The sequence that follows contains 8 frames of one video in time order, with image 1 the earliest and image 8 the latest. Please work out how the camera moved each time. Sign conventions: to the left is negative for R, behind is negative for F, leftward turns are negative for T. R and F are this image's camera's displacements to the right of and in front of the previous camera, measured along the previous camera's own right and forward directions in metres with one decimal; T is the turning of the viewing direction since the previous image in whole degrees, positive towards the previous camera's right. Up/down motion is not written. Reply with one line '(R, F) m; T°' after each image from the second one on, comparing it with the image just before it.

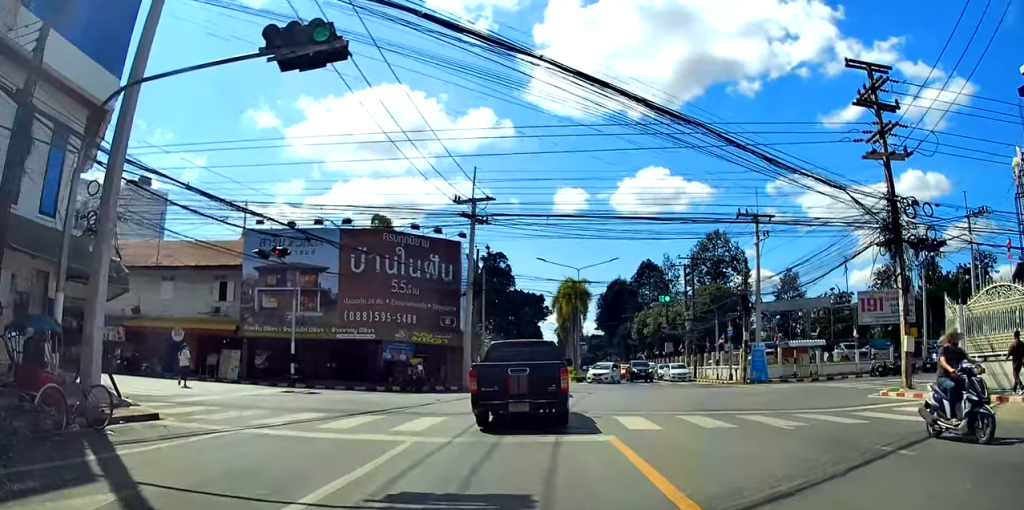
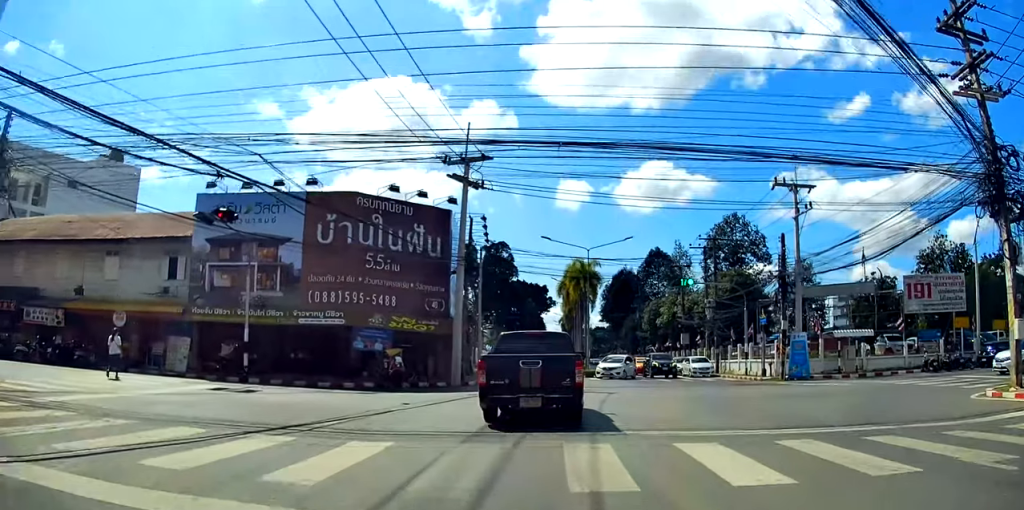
(+0.2, +5.9) m; +1°
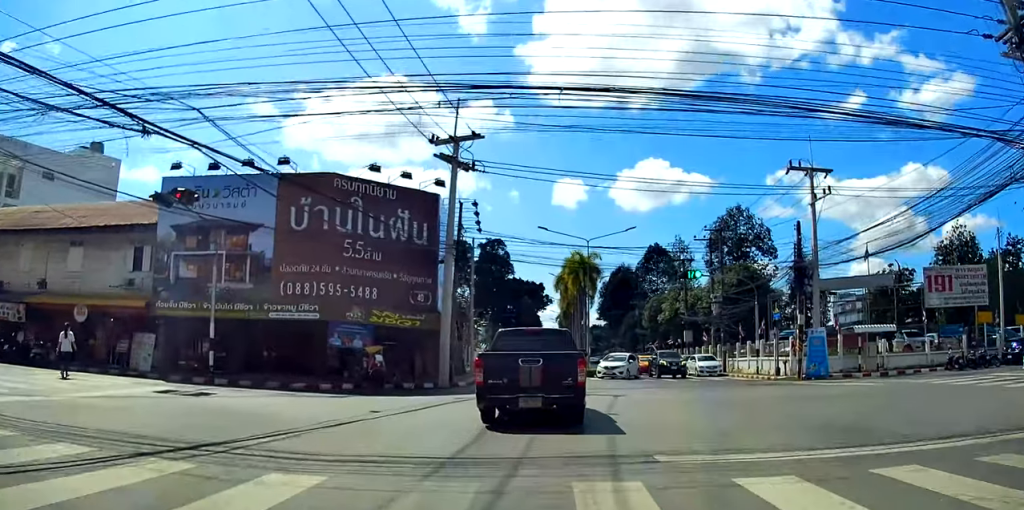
(0.0, +2.6) m; -1°
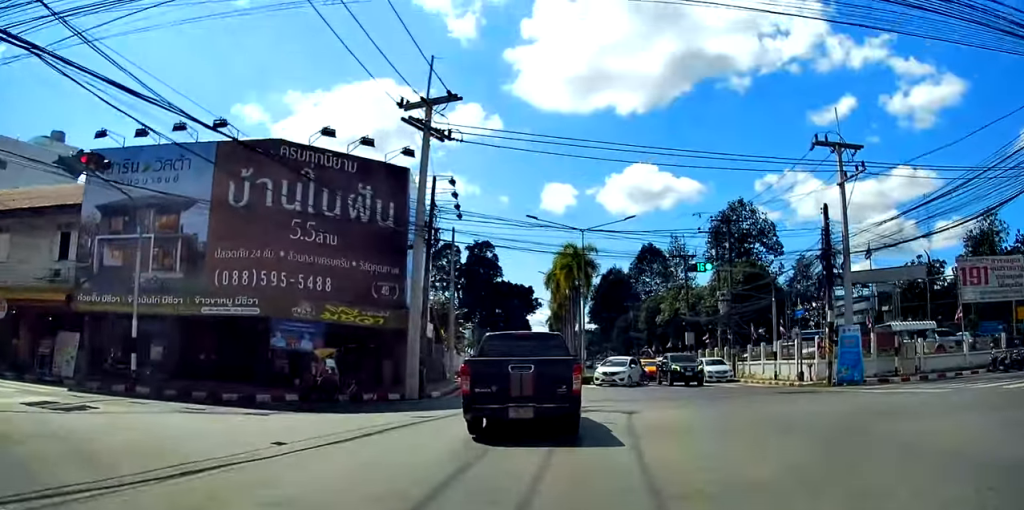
(-0.1, +4.4) m; -3°
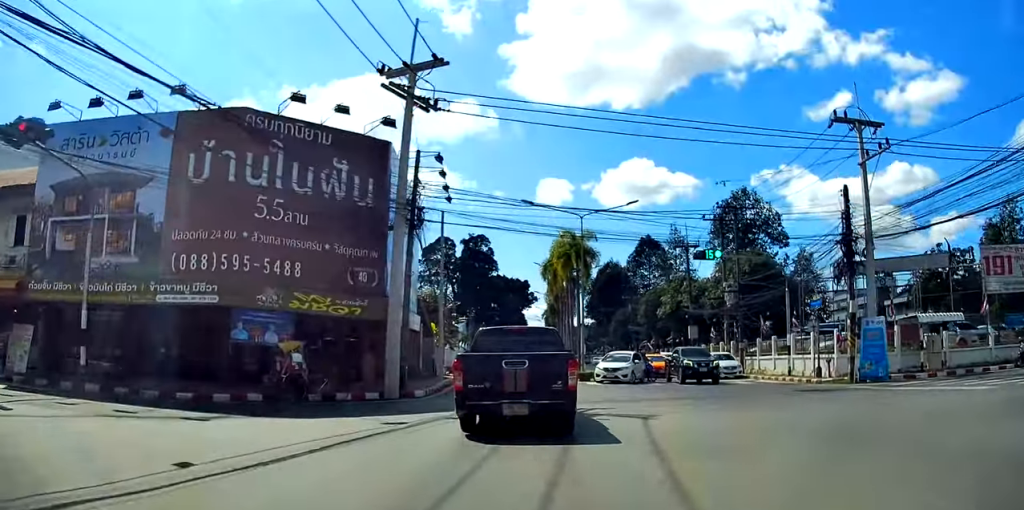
(-0.1, +2.3) m; +1°
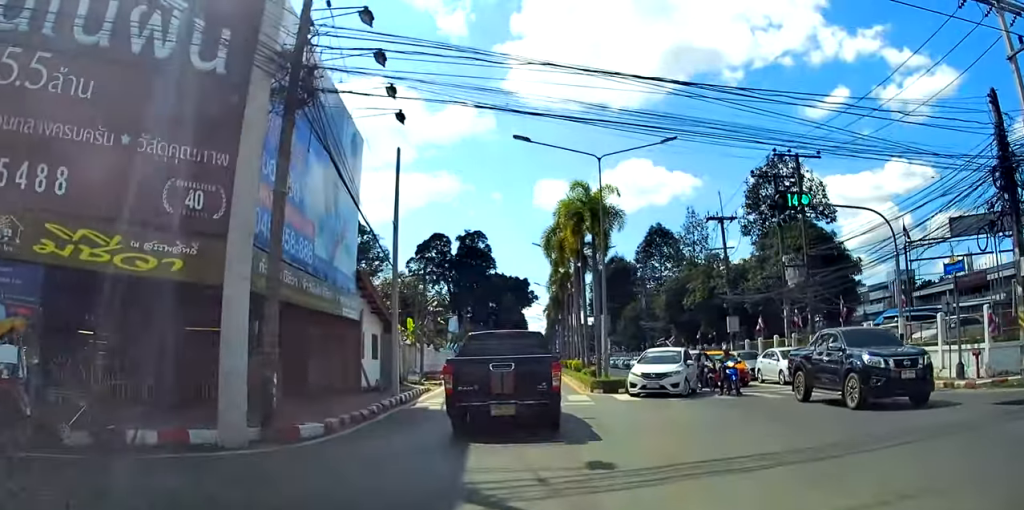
(+0.8, +10.5) m; +7°
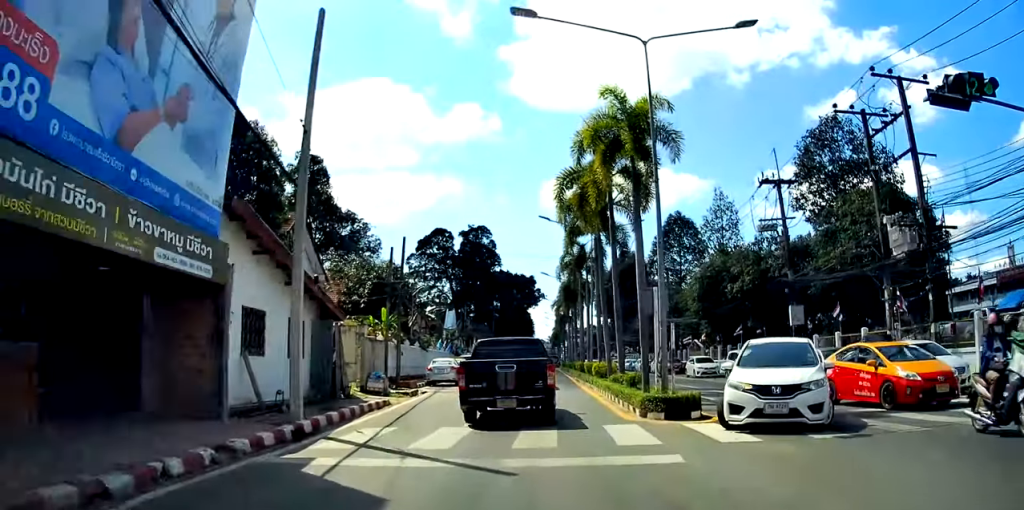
(-0.8, +9.8) m; -5°
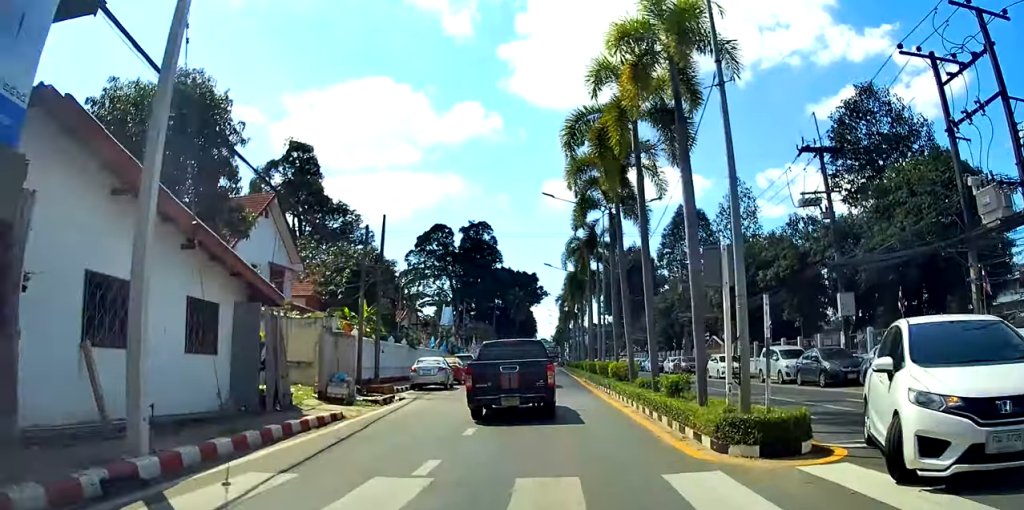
(0.0, +5.1) m; +2°
